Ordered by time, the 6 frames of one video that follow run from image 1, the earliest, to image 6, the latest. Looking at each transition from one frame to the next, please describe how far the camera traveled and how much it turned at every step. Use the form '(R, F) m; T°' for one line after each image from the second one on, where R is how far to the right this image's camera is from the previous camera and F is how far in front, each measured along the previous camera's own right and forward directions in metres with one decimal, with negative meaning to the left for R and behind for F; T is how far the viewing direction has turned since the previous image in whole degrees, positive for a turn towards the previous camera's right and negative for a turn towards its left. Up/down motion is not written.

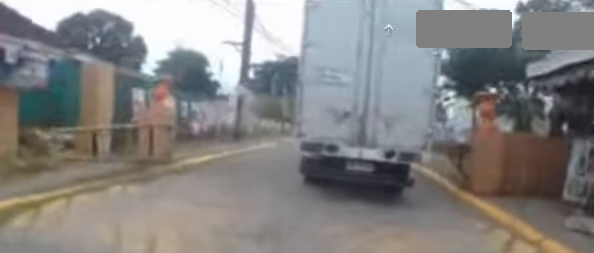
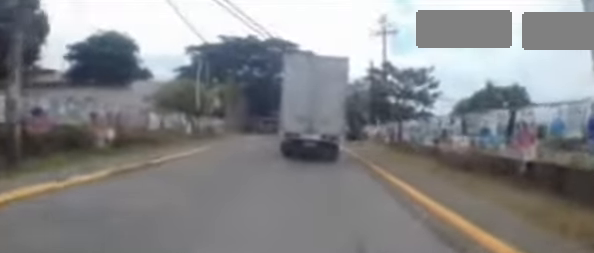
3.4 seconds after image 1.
(+0.5, +10.0) m; +2°
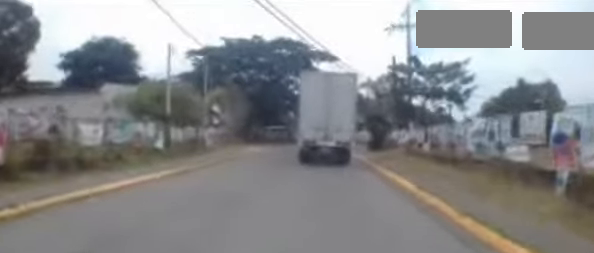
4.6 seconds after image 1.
(+0.4, +5.1) m; +1°
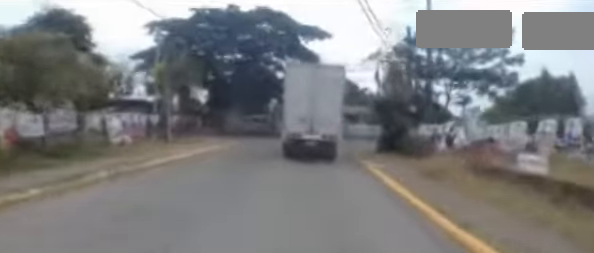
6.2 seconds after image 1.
(-0.5, +8.2) m; -1°
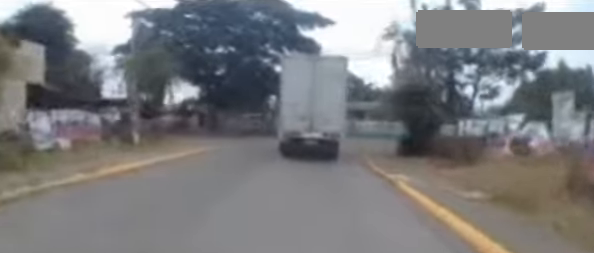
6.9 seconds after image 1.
(+0.2, +2.9) m; +3°
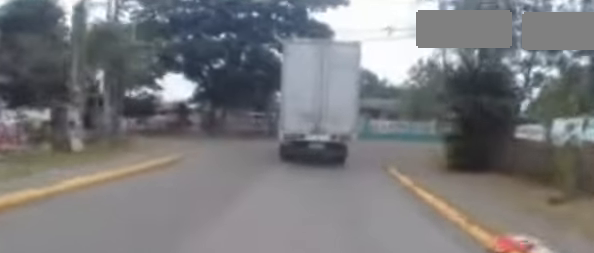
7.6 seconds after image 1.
(+0.1, +3.4) m; +3°
